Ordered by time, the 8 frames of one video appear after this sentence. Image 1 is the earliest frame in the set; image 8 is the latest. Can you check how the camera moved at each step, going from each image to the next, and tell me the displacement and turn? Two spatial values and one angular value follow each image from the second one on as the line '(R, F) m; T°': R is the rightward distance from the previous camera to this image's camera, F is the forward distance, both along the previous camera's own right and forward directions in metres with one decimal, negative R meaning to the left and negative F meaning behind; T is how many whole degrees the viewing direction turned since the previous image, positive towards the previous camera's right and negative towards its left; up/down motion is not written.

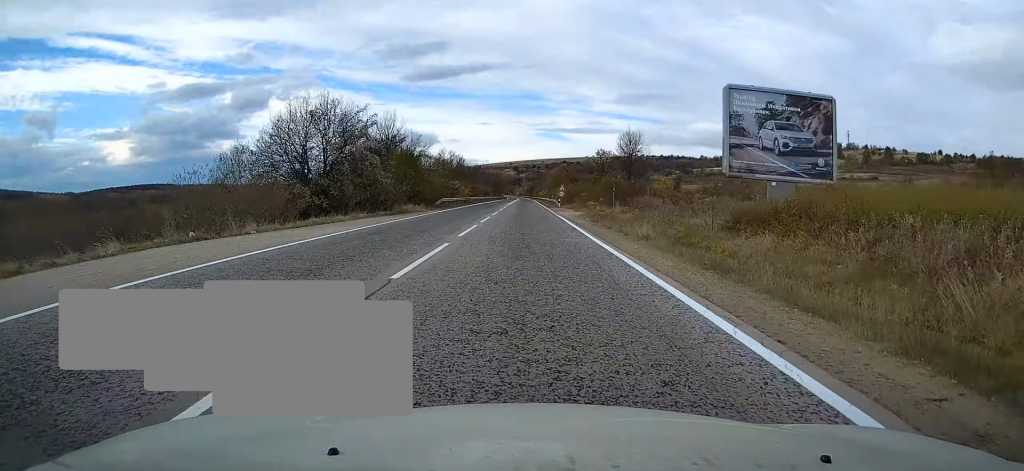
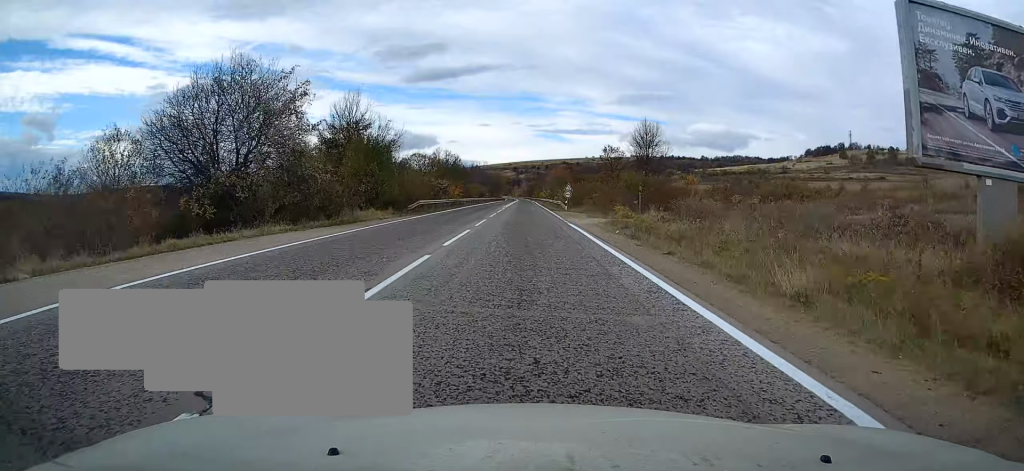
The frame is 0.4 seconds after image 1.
(-0.2, +11.9) m; 0°
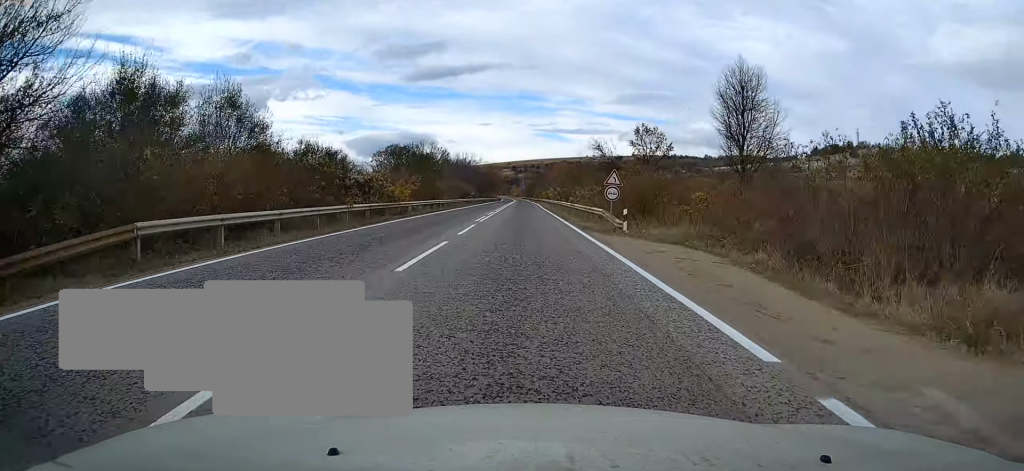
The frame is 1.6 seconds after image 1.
(0.0, +33.1) m; 0°
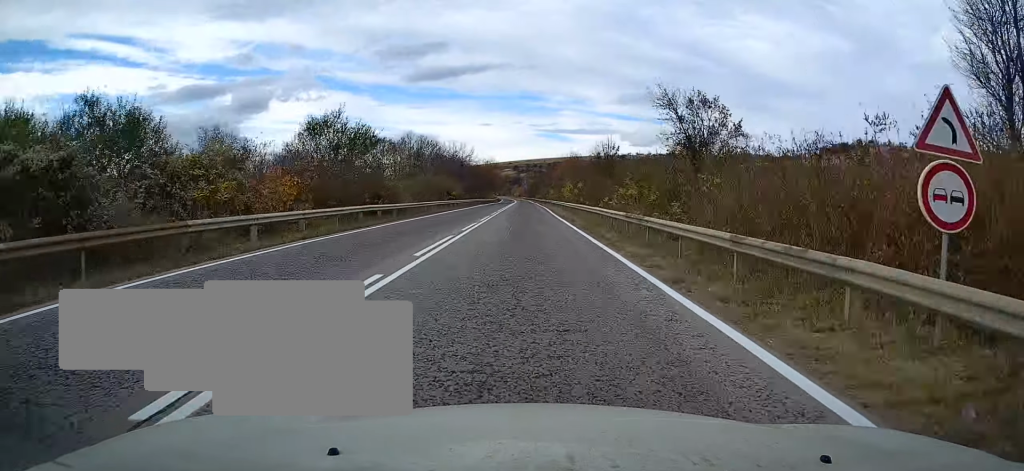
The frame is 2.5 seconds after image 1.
(+0.1, +24.9) m; 0°
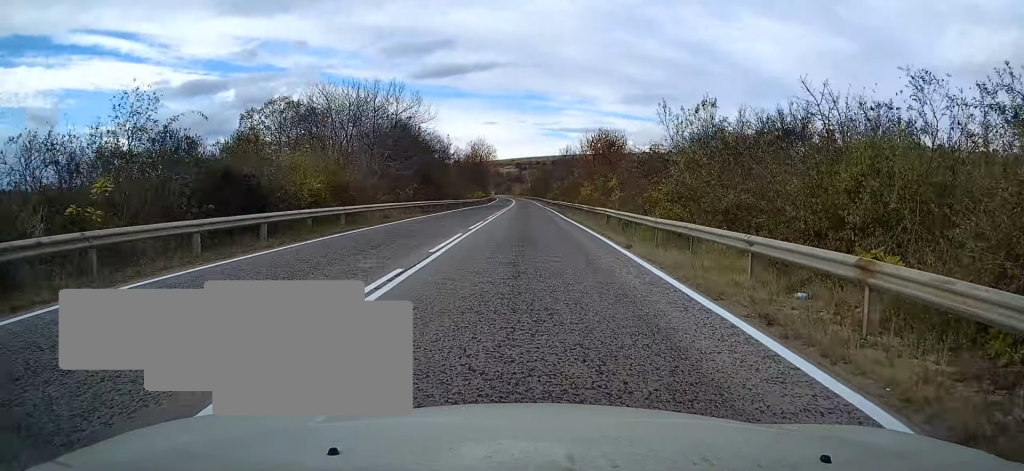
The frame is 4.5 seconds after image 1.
(+0.1, +53.5) m; 0°
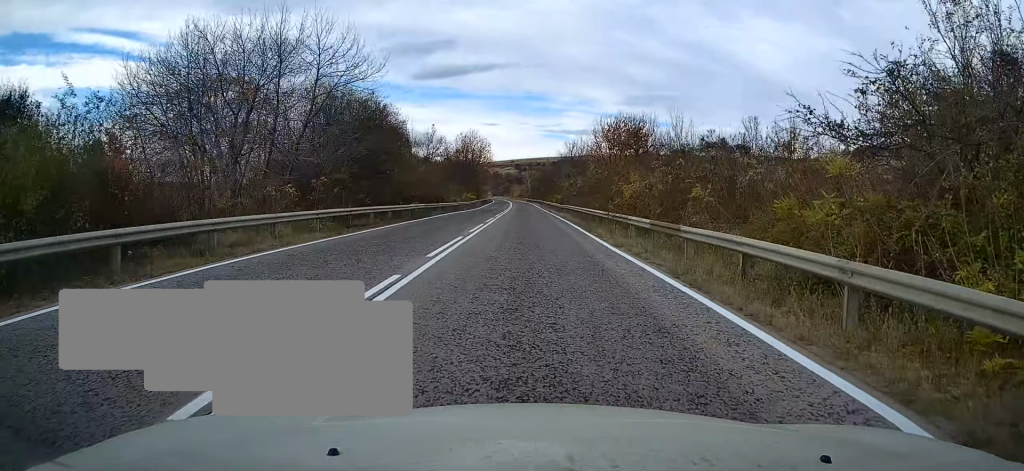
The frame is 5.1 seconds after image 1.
(0.0, +18.5) m; 0°
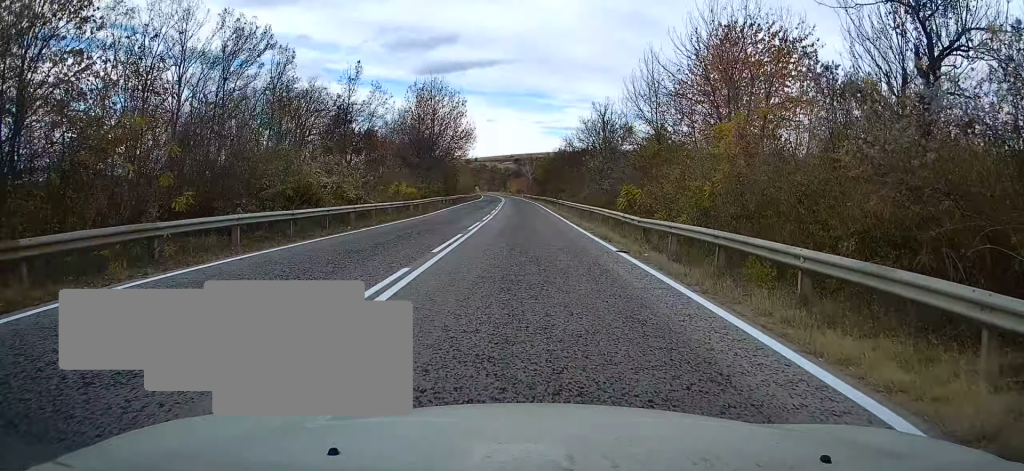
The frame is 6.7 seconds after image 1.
(-0.6, +44.4) m; -1°
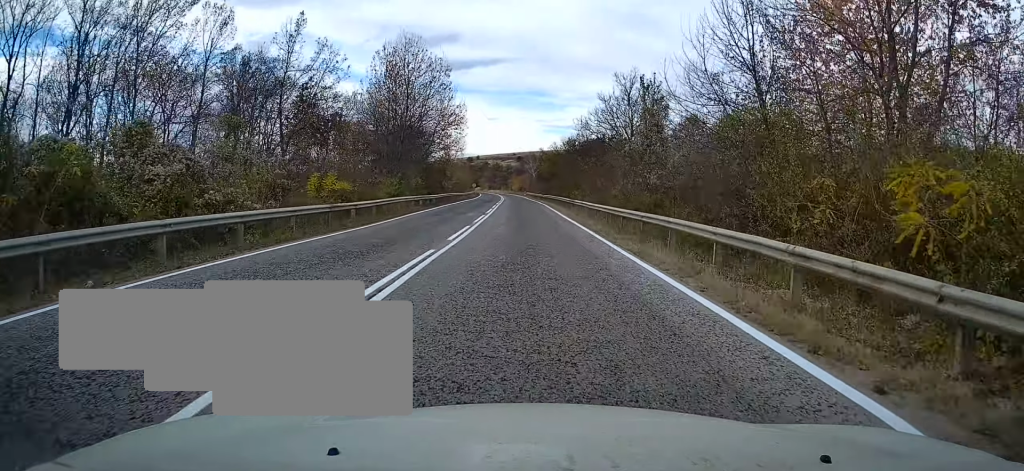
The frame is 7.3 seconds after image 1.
(0.0, +14.8) m; 0°
